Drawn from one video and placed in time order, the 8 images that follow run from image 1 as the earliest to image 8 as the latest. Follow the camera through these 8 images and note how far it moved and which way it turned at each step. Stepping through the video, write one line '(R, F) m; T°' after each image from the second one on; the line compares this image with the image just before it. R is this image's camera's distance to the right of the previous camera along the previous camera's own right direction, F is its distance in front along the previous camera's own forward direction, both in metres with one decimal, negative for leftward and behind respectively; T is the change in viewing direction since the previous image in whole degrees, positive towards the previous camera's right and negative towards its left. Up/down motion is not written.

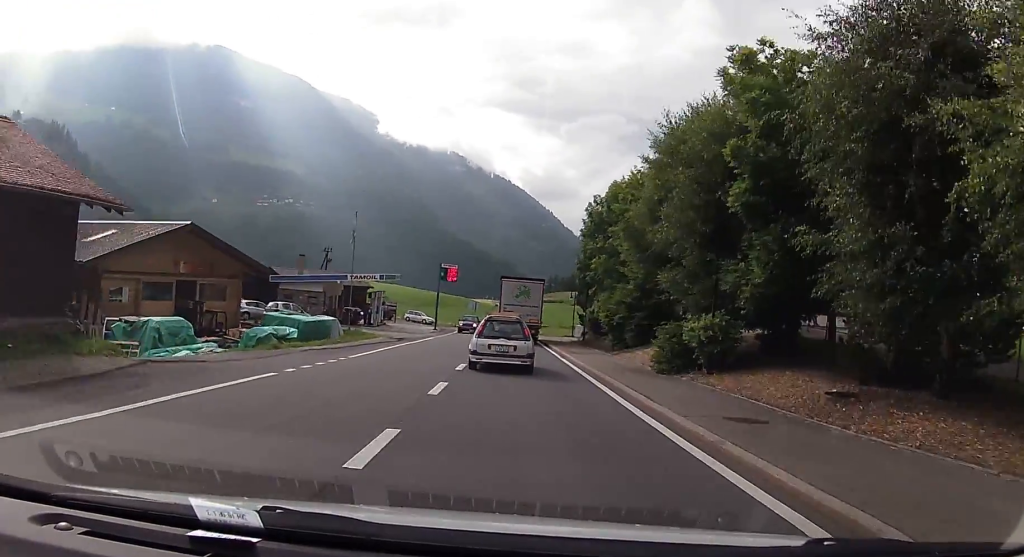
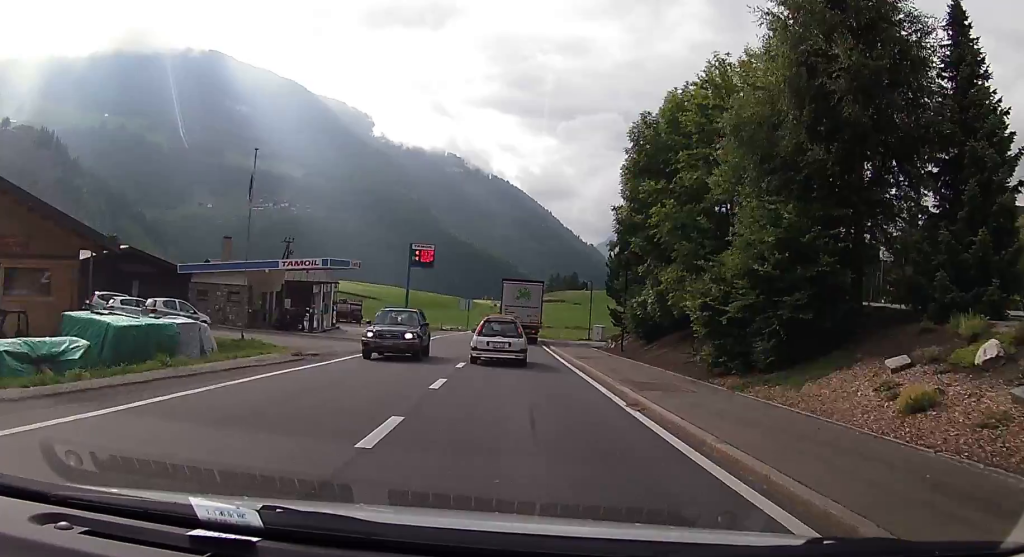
(-0.3, +17.3) m; -1°
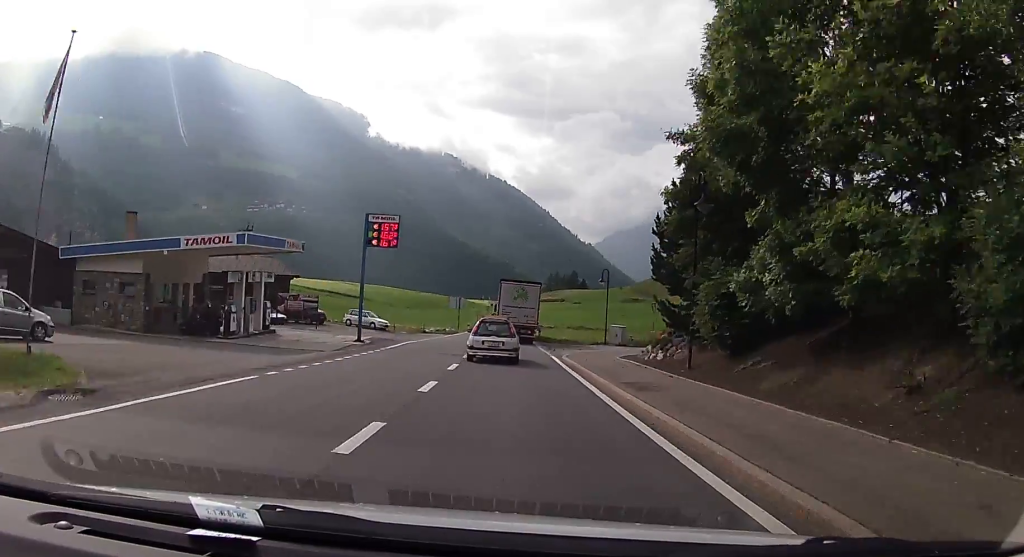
(0.0, +12.2) m; +1°
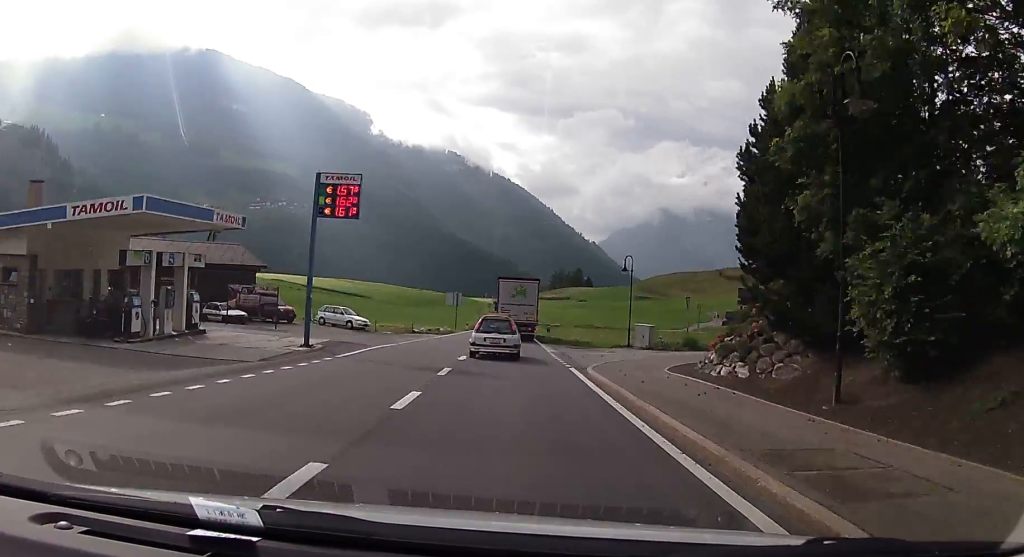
(+0.1, +8.9) m; 0°
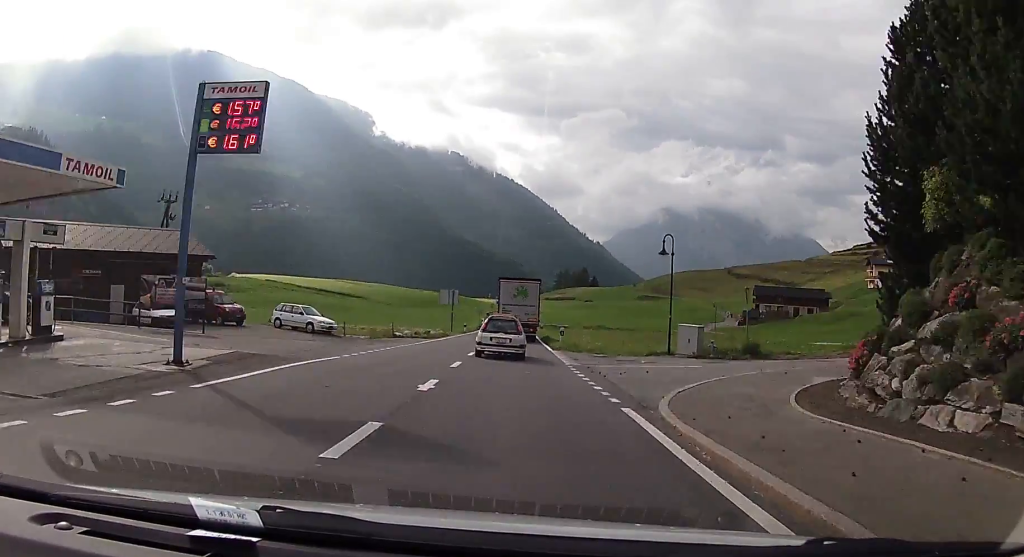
(0.0, +10.8) m; 0°
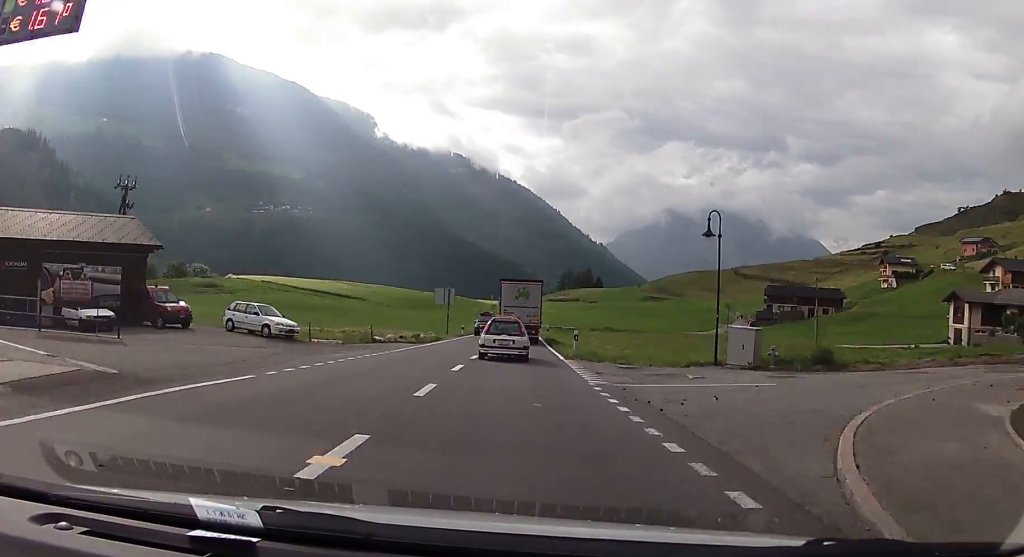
(0.0, +7.9) m; 0°
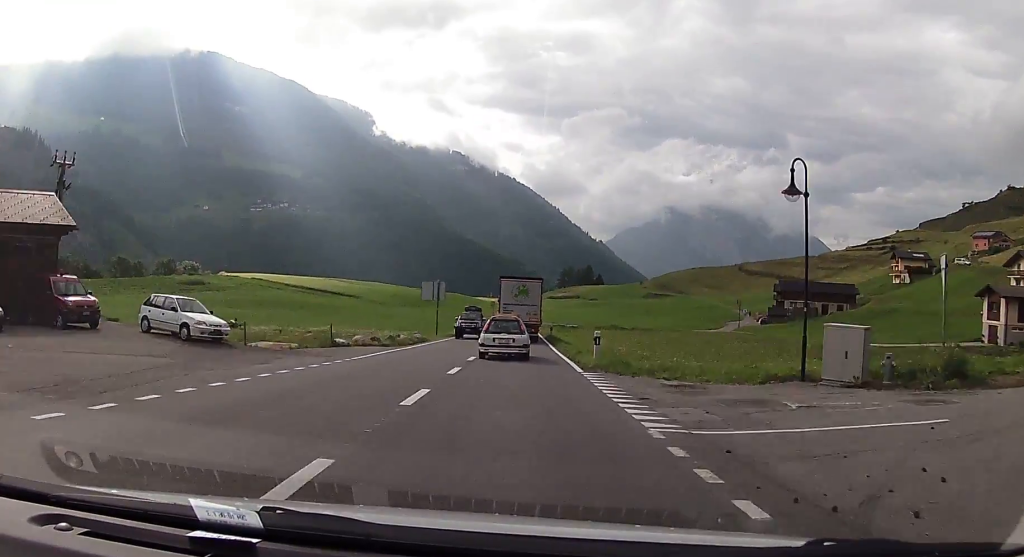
(0.0, +8.2) m; 0°
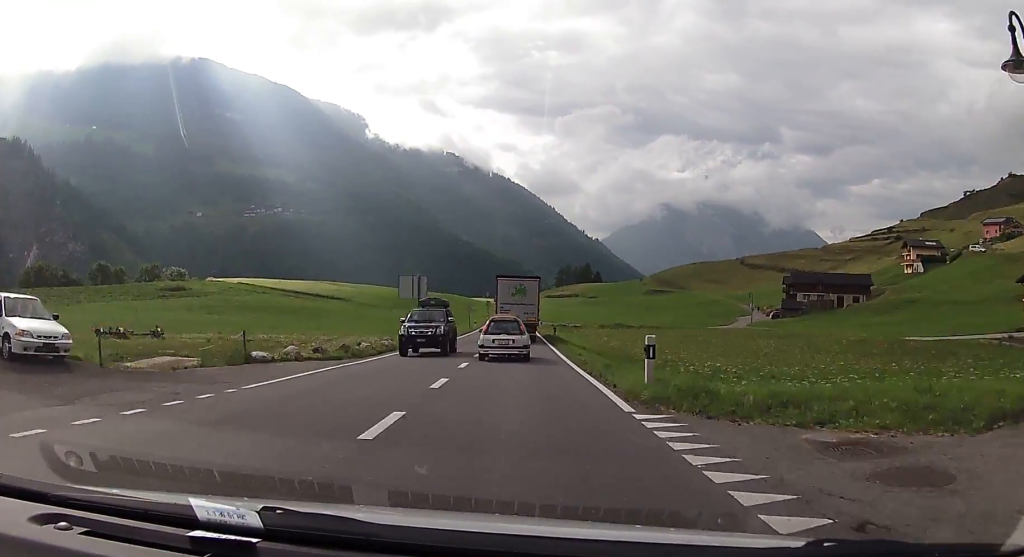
(0.0, +9.3) m; 0°
